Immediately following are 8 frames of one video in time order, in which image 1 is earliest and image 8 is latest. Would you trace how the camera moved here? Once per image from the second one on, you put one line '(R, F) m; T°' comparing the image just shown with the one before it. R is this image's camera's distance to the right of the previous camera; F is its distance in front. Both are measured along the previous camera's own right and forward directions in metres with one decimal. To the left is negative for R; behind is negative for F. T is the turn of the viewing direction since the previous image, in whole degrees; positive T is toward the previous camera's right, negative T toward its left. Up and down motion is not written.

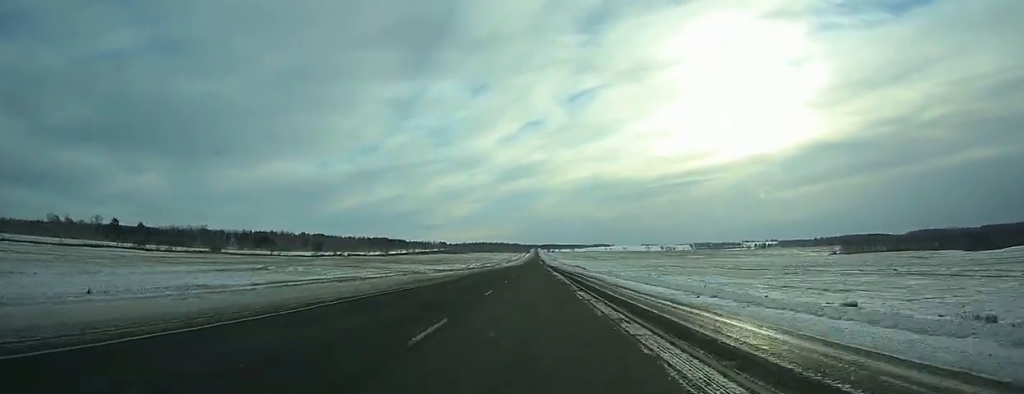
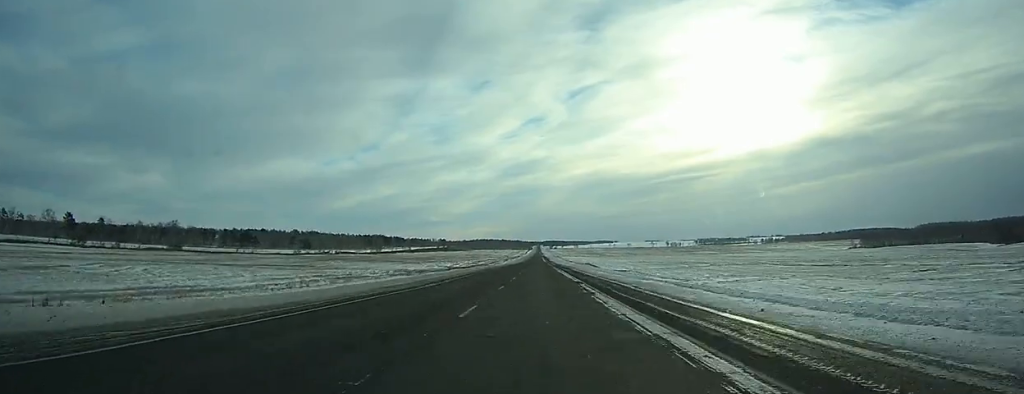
(-0.1, +45.4) m; 0°
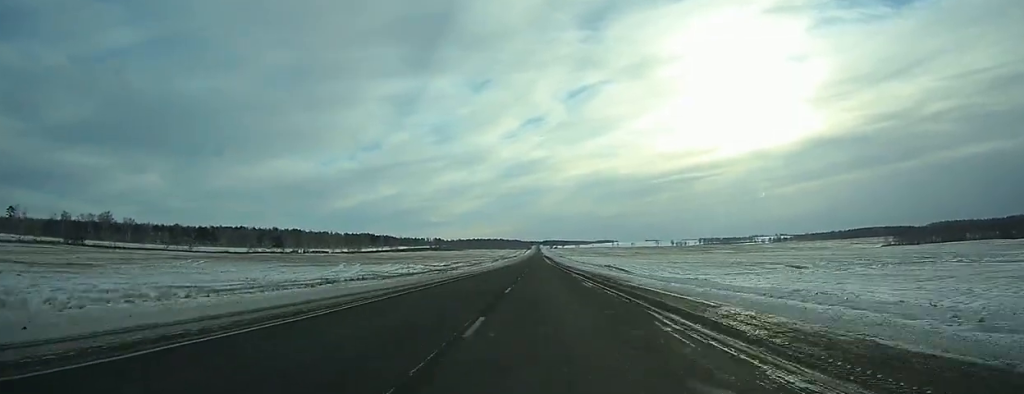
(0.0, +74.4) m; 0°
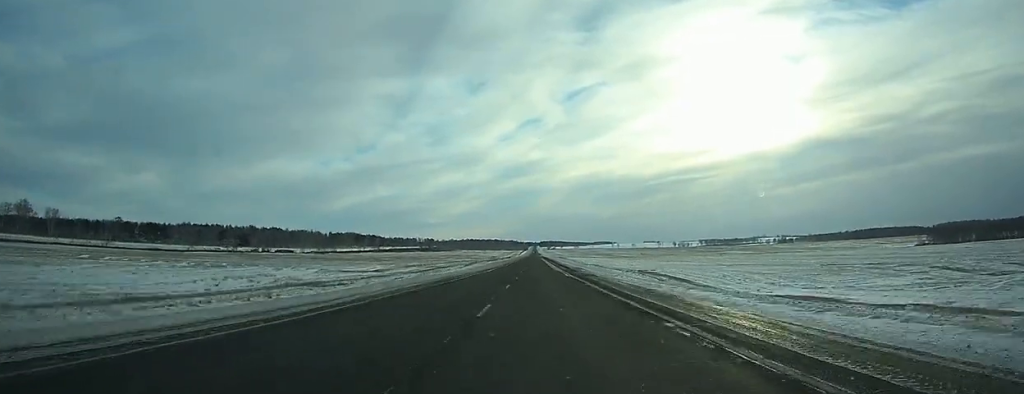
(+0.1, +65.4) m; 0°
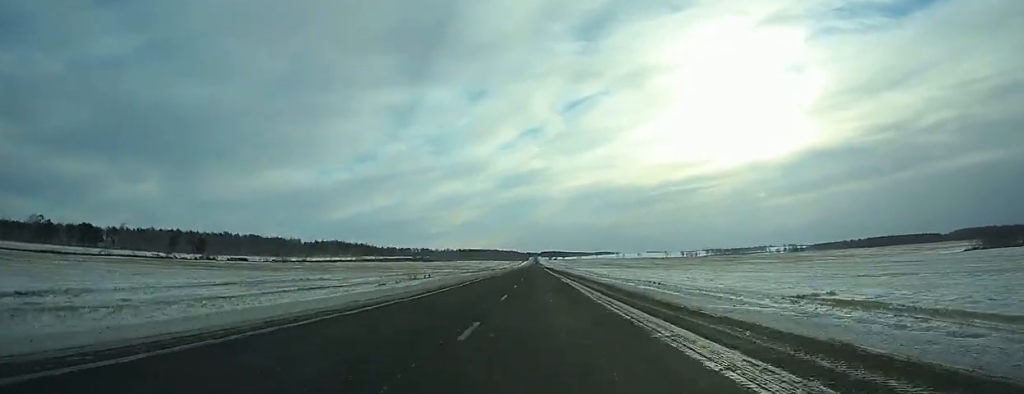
(0.0, +78.4) m; 0°
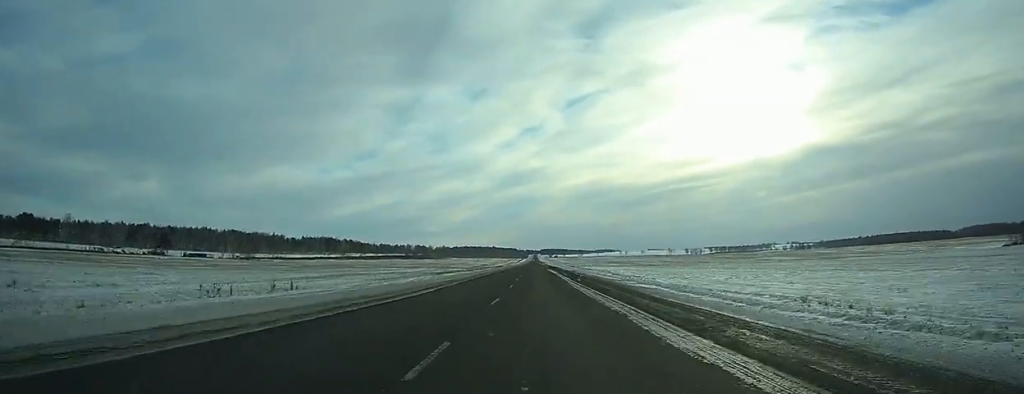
(0.0, +53.4) m; 0°
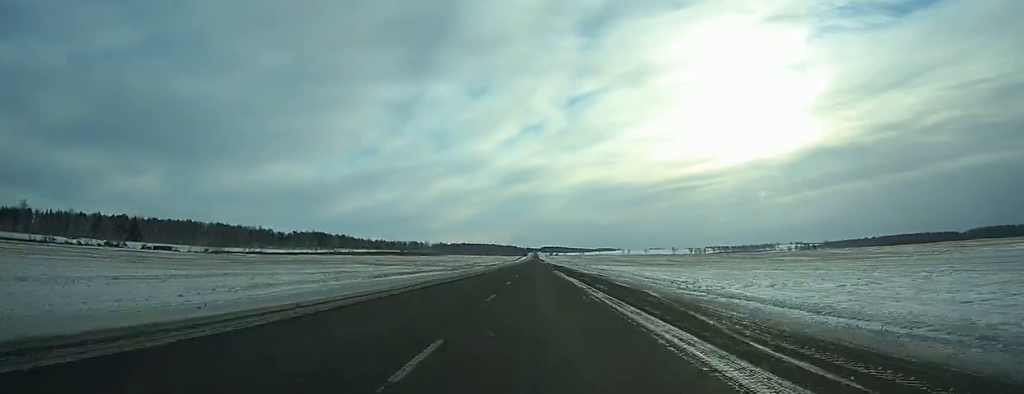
(0.0, +36.3) m; 0°
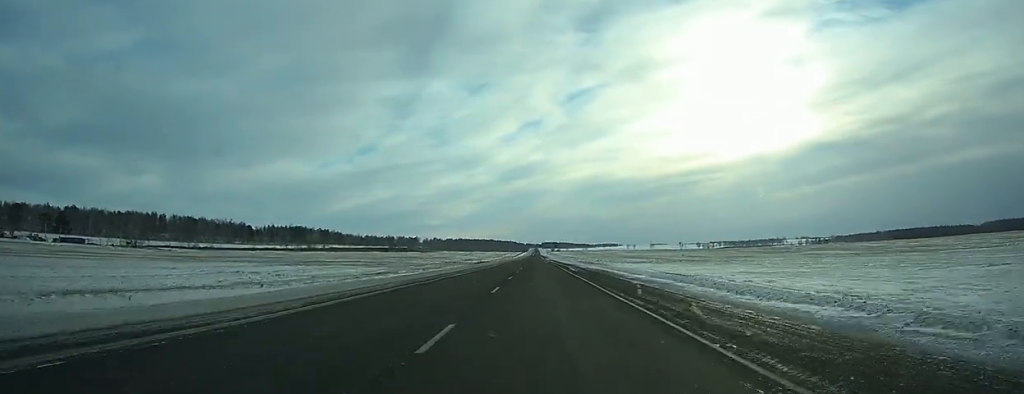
(-0.1, +68.0) m; 0°
